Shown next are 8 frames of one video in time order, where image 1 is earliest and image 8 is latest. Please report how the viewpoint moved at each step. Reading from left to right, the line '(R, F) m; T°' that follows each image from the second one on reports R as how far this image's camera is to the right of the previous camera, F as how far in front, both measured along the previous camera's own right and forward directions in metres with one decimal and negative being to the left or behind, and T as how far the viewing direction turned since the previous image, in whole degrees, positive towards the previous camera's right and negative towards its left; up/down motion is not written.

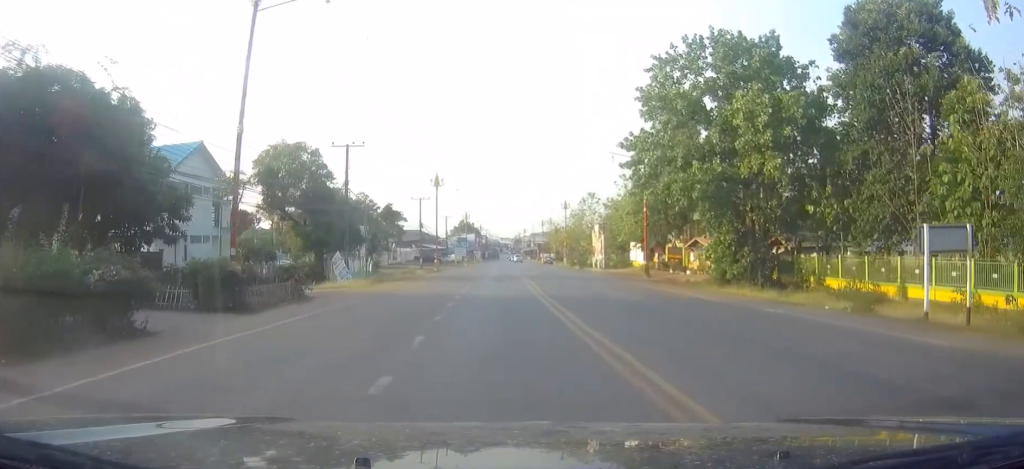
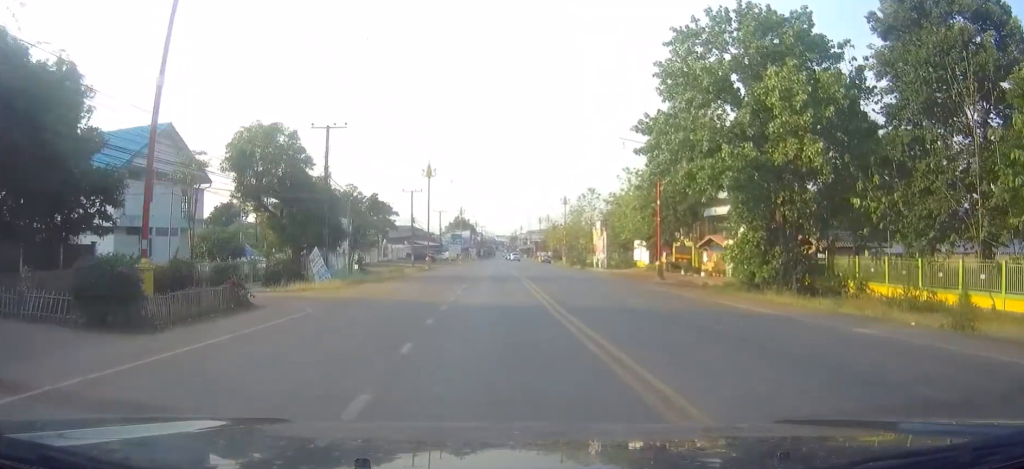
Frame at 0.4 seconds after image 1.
(+0.1, +5.4) m; 0°
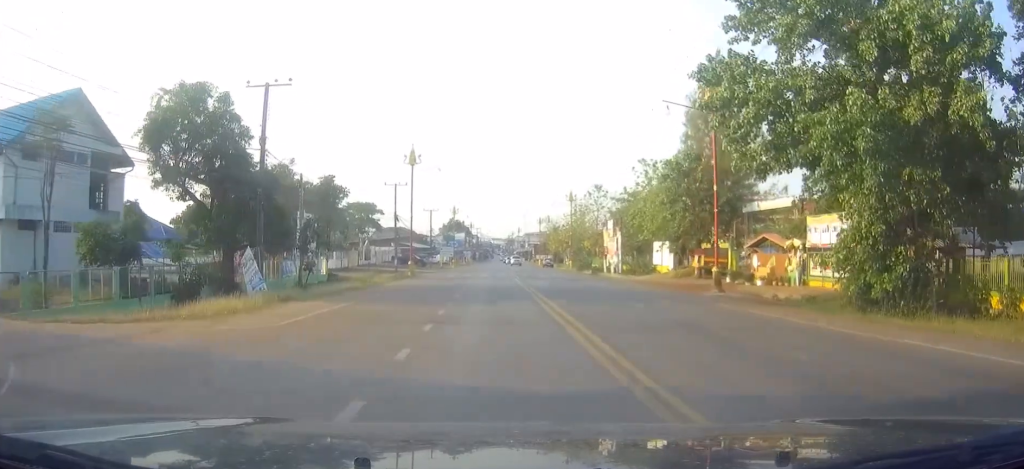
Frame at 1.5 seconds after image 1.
(+0.1, +12.9) m; 0°
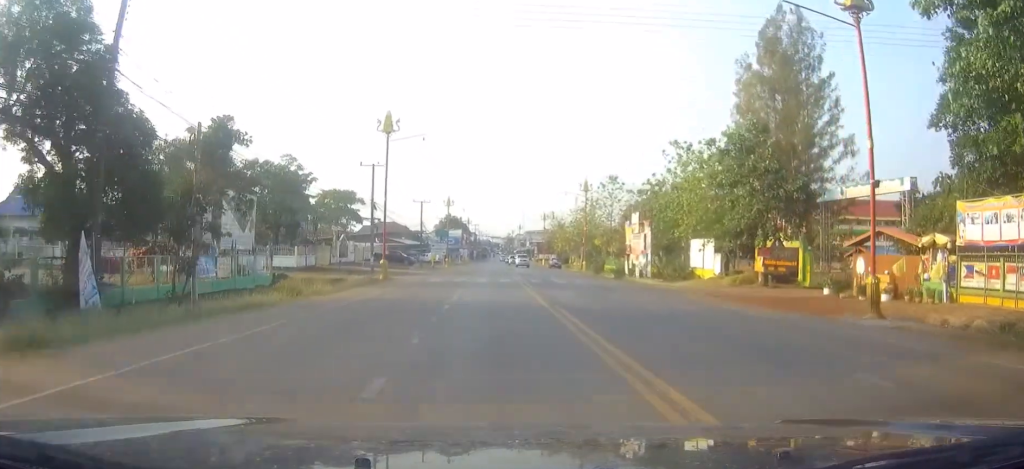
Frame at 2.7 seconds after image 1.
(0.0, +14.9) m; 0°
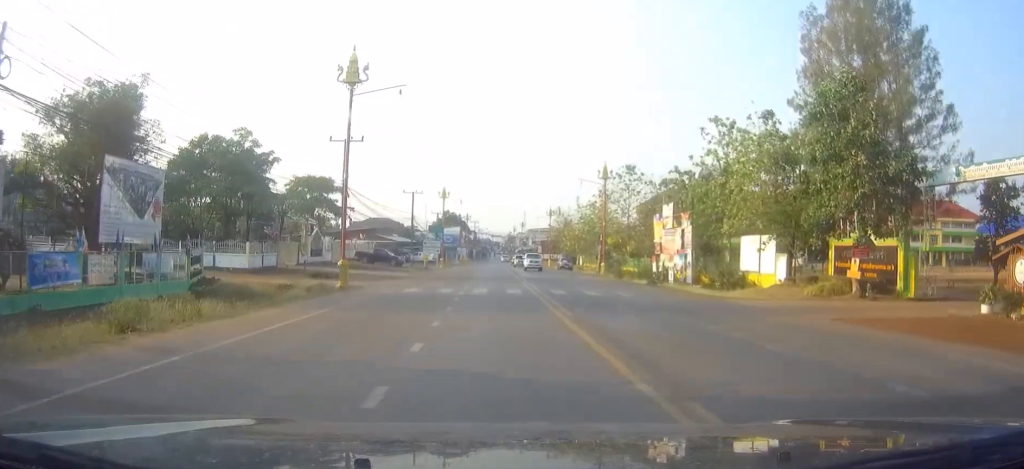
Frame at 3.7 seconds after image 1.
(0.0, +12.7) m; 0°
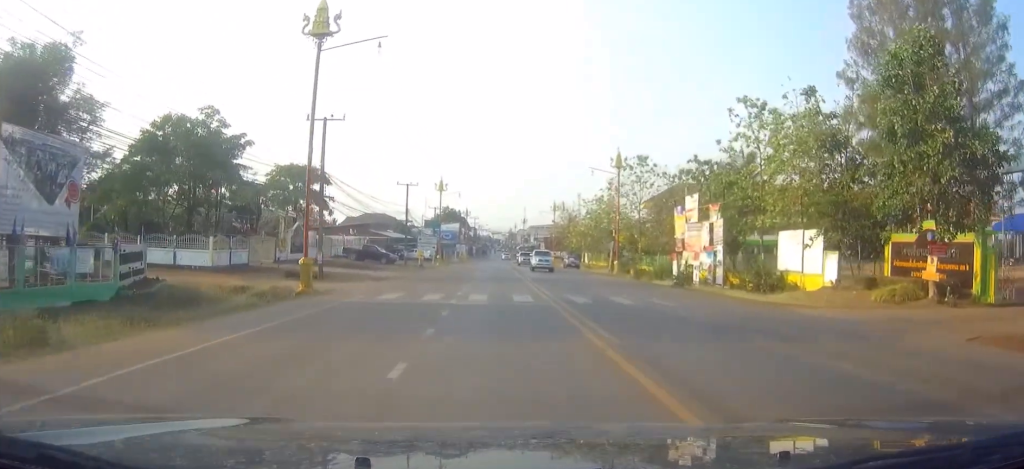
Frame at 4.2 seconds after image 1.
(0.0, +6.5) m; 0°
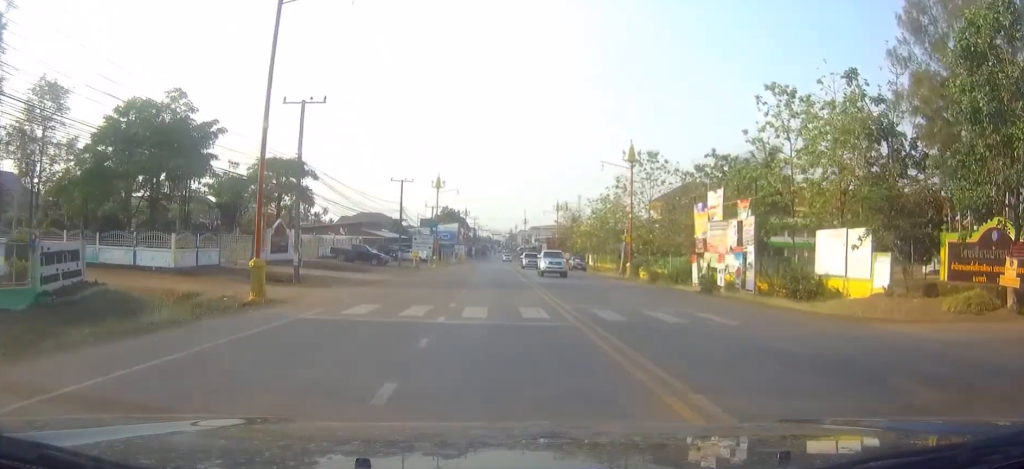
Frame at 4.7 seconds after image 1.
(0.0, +5.2) m; +1°
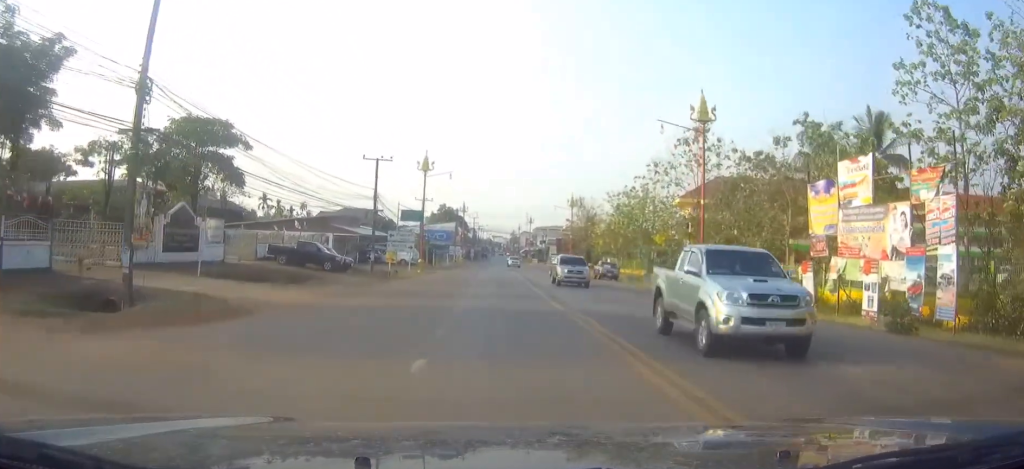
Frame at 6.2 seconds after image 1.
(+0.2, +17.9) m; 0°
